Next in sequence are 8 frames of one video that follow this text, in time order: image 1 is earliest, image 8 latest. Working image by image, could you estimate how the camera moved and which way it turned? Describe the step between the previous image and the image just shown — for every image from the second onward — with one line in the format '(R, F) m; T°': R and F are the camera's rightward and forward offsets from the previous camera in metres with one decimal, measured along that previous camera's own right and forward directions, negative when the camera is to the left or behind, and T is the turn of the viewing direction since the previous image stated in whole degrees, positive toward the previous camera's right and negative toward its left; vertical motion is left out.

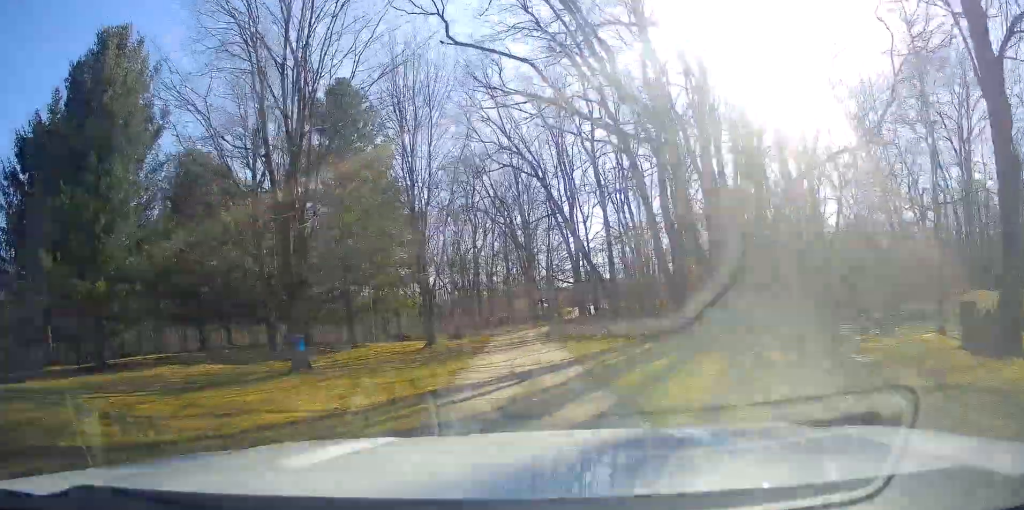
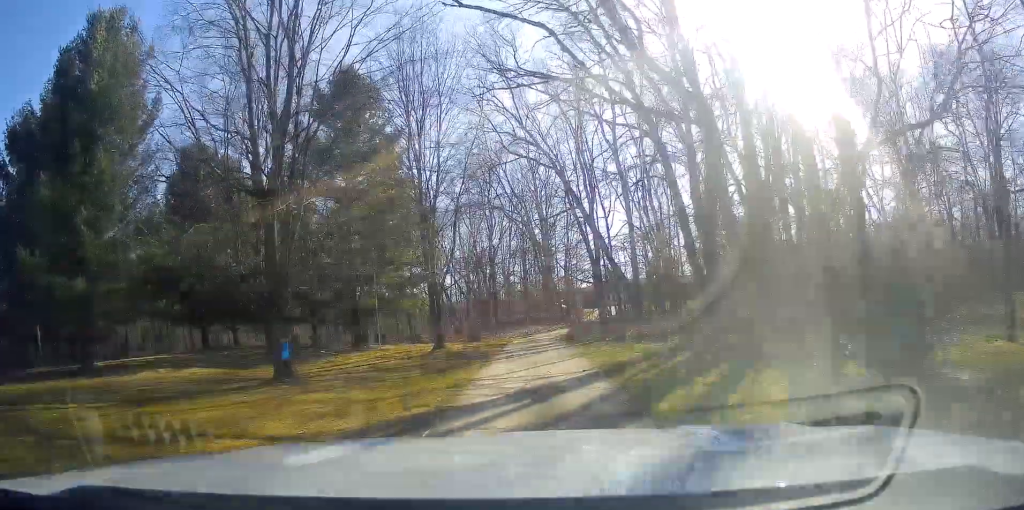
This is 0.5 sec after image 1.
(0.0, +2.6) m; +1°
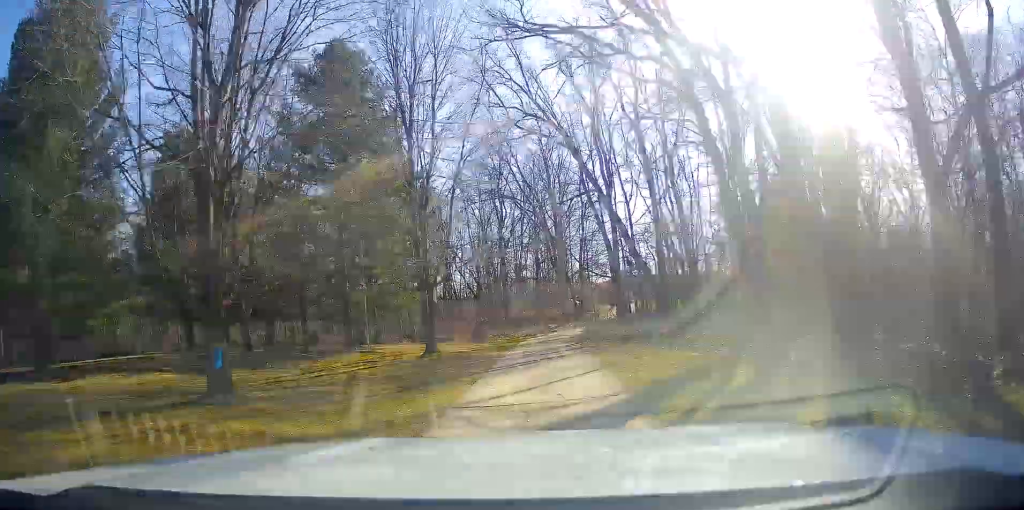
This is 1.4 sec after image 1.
(0.0, +4.5) m; +1°
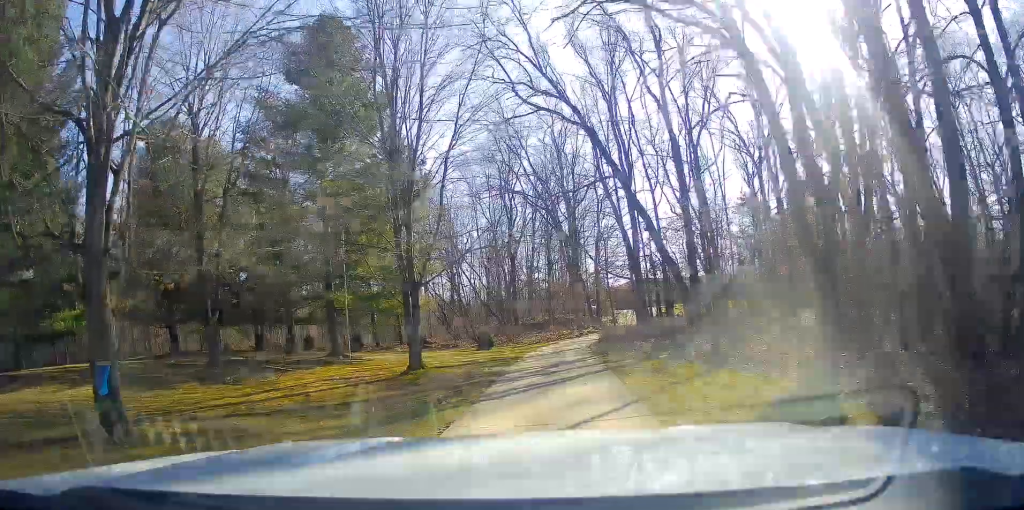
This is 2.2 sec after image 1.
(0.0, +4.5) m; 0°
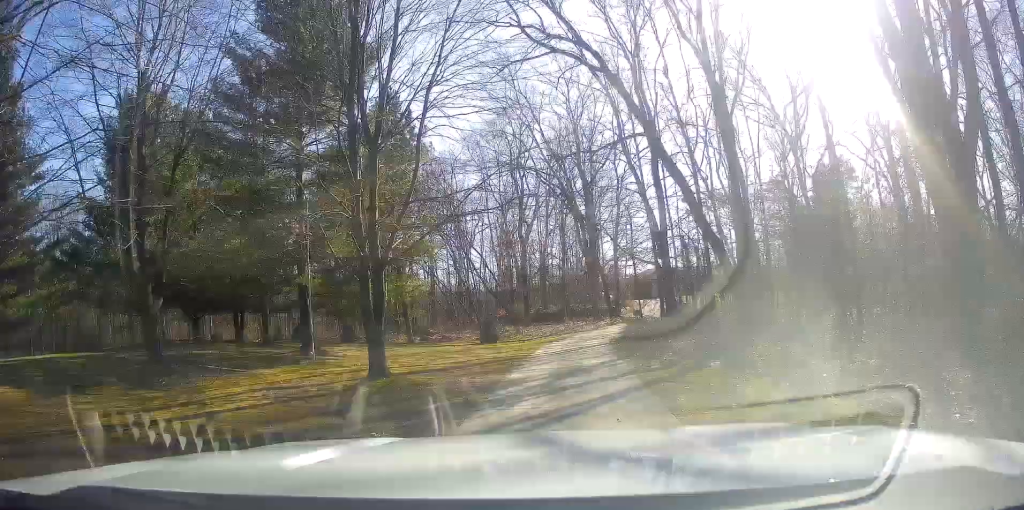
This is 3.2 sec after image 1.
(0.0, +5.1) m; -1°
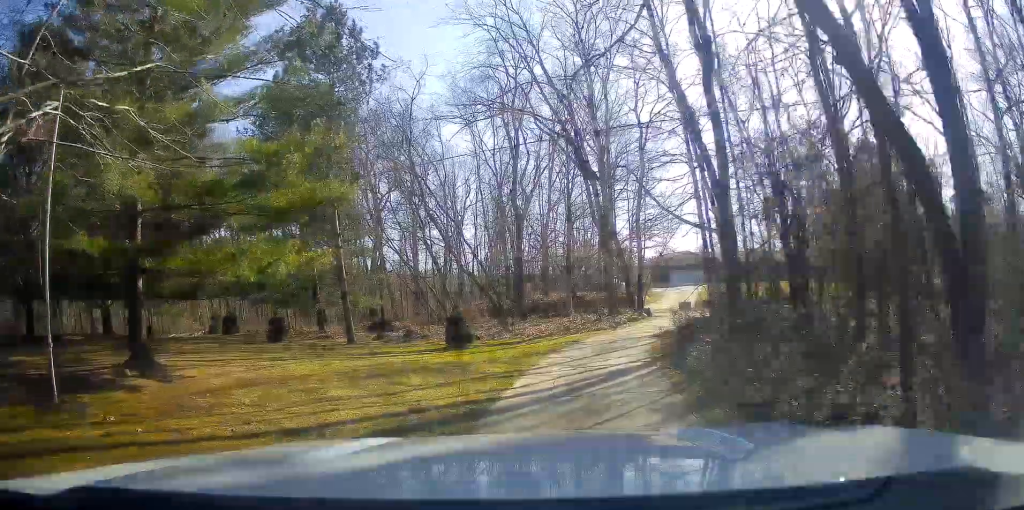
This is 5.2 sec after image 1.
(-0.8, +10.9) m; -8°
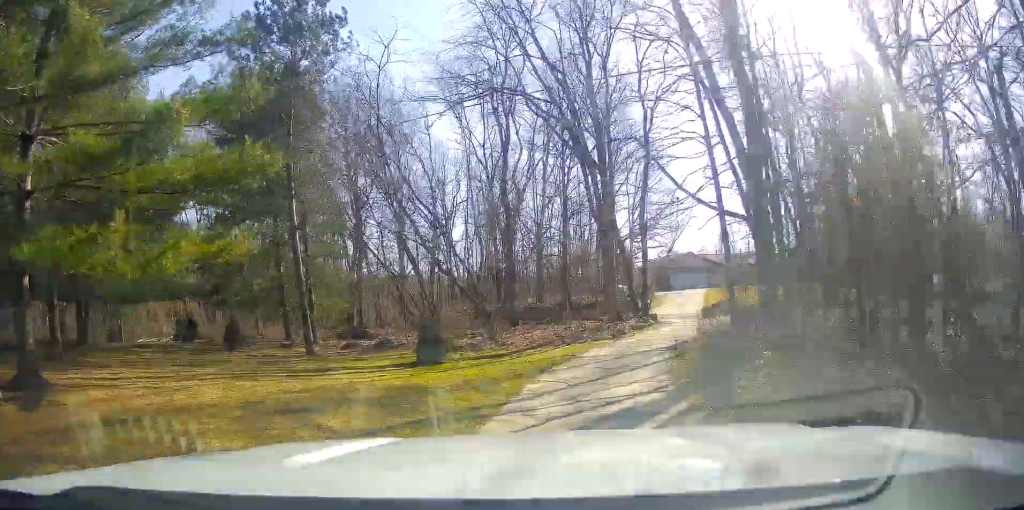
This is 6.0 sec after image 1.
(0.0, +3.8) m; -1°
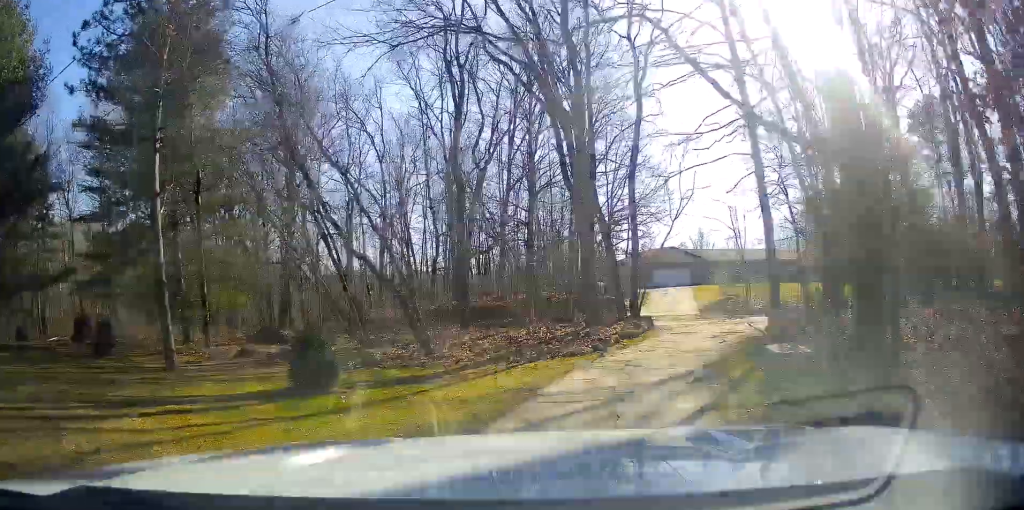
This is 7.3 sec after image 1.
(+0.3, +6.5) m; +7°
